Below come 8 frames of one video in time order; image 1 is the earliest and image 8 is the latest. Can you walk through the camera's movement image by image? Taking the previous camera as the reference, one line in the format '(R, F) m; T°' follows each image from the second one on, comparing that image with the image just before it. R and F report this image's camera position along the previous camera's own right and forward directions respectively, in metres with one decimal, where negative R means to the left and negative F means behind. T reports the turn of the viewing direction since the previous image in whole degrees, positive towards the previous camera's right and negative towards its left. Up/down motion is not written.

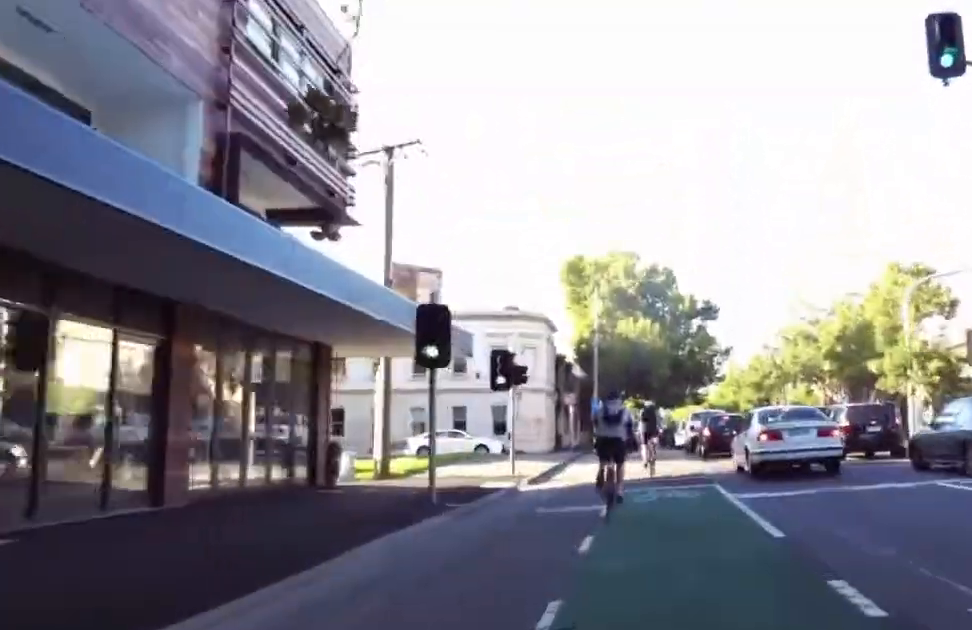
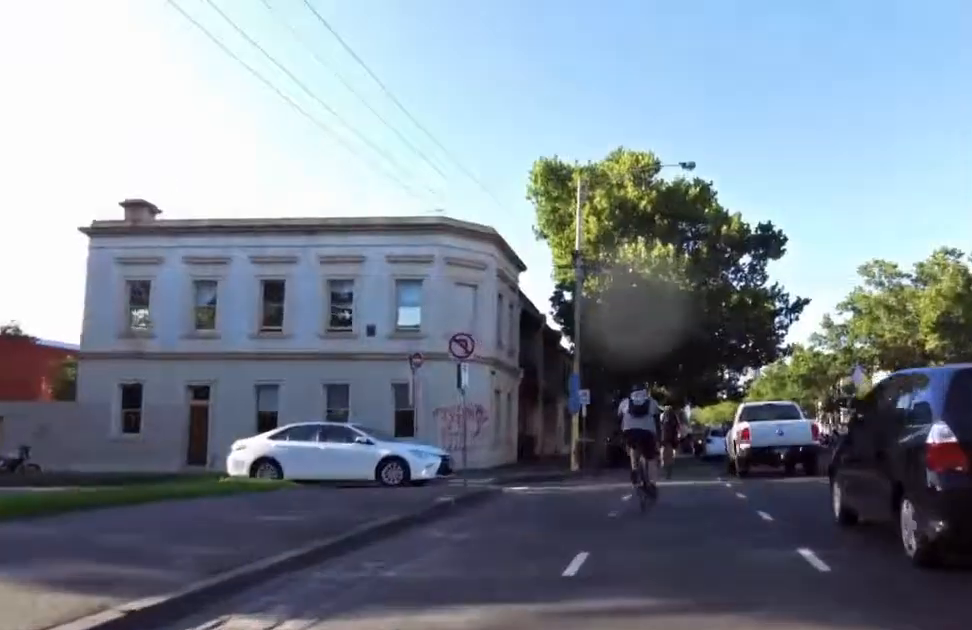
(-1.4, +20.7) m; -3°
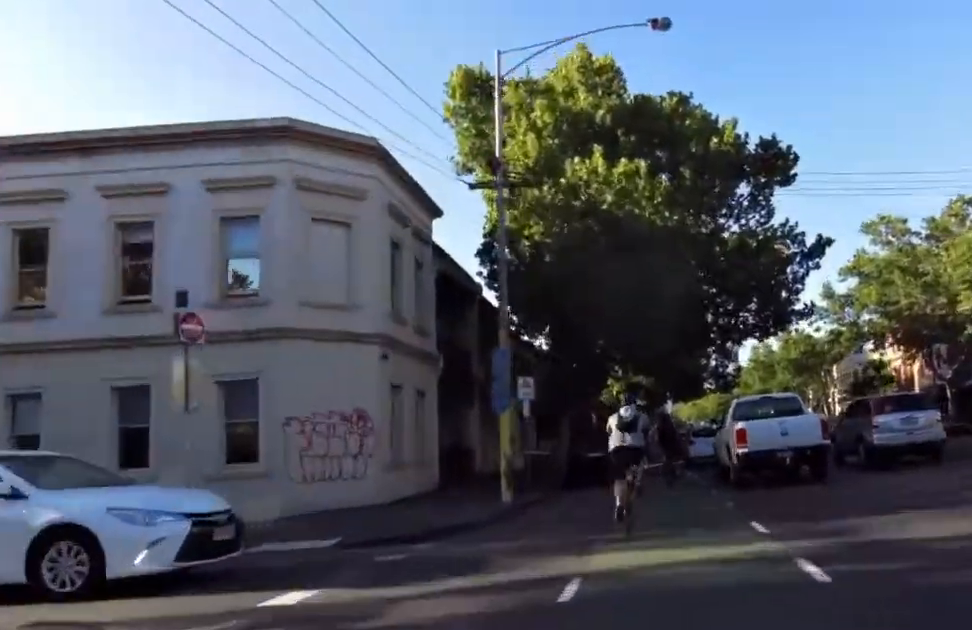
(+0.9, +9.5) m; +9°
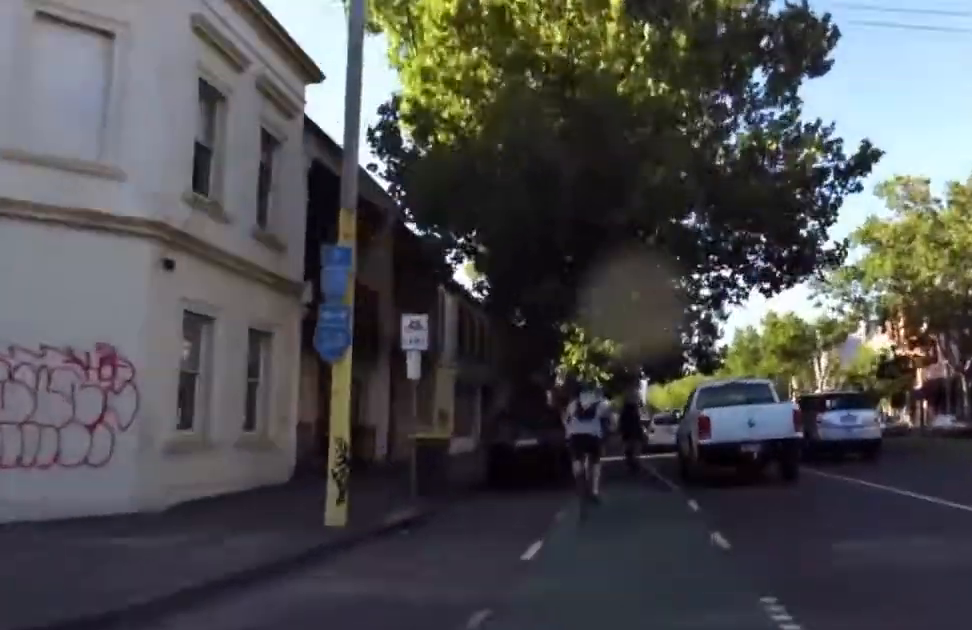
(+0.4, +7.5) m; -2°
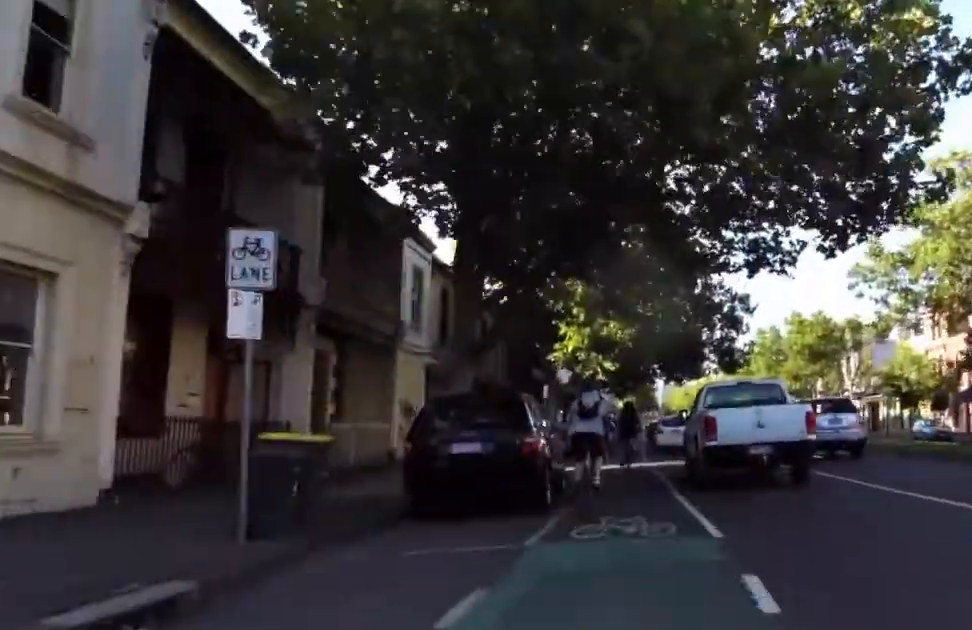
(-0.1, +5.7) m; -3°
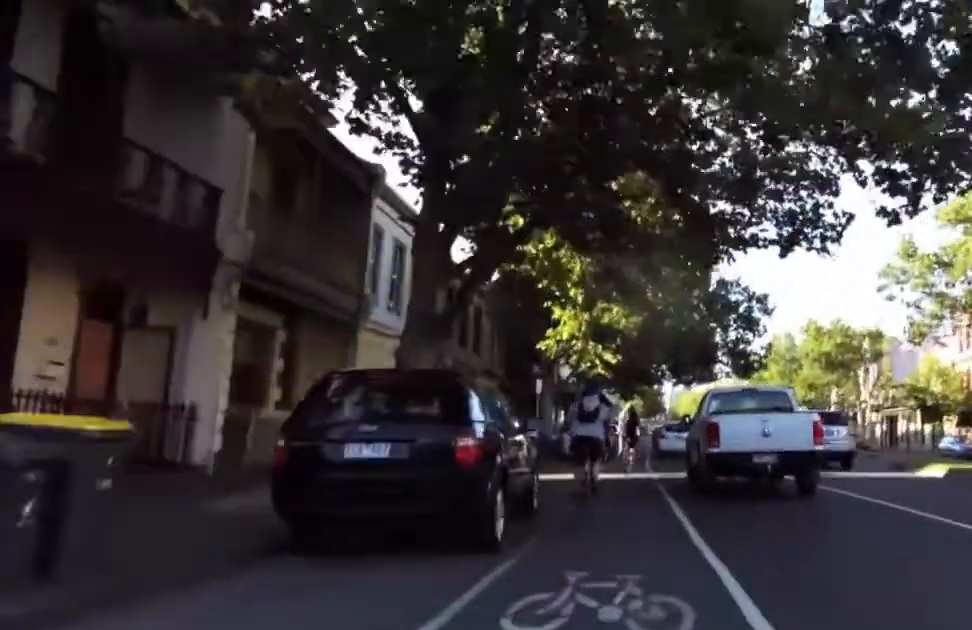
(-0.5, +3.5) m; -1°
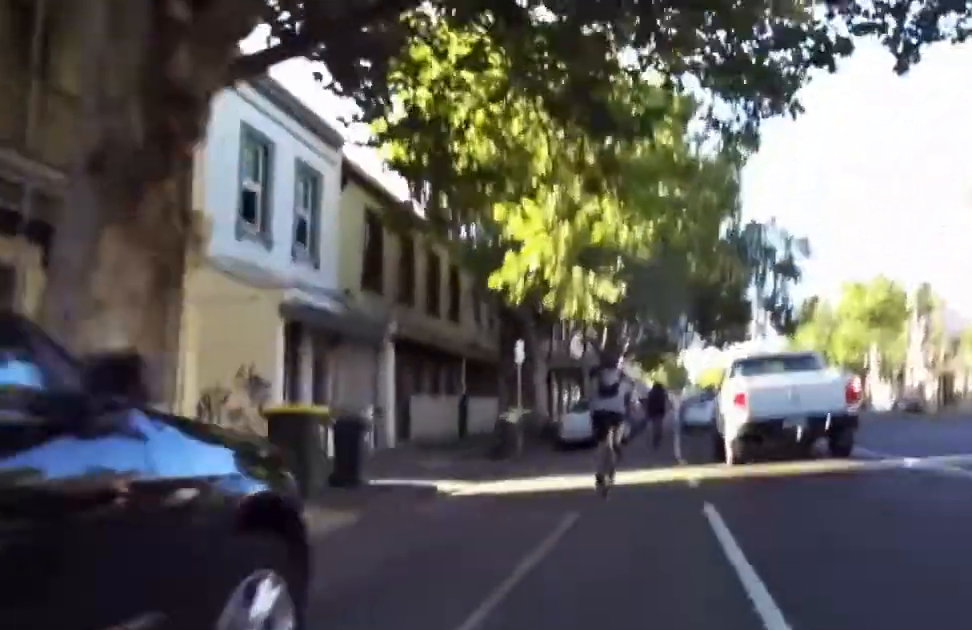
(+0.2, +7.5) m; -1°
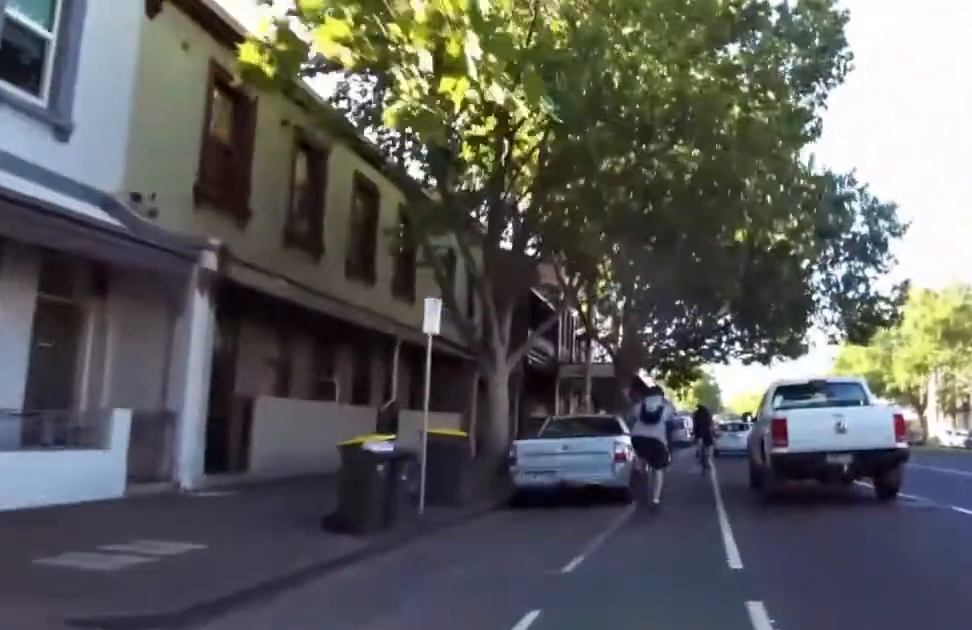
(-0.2, +9.0) m; -4°
